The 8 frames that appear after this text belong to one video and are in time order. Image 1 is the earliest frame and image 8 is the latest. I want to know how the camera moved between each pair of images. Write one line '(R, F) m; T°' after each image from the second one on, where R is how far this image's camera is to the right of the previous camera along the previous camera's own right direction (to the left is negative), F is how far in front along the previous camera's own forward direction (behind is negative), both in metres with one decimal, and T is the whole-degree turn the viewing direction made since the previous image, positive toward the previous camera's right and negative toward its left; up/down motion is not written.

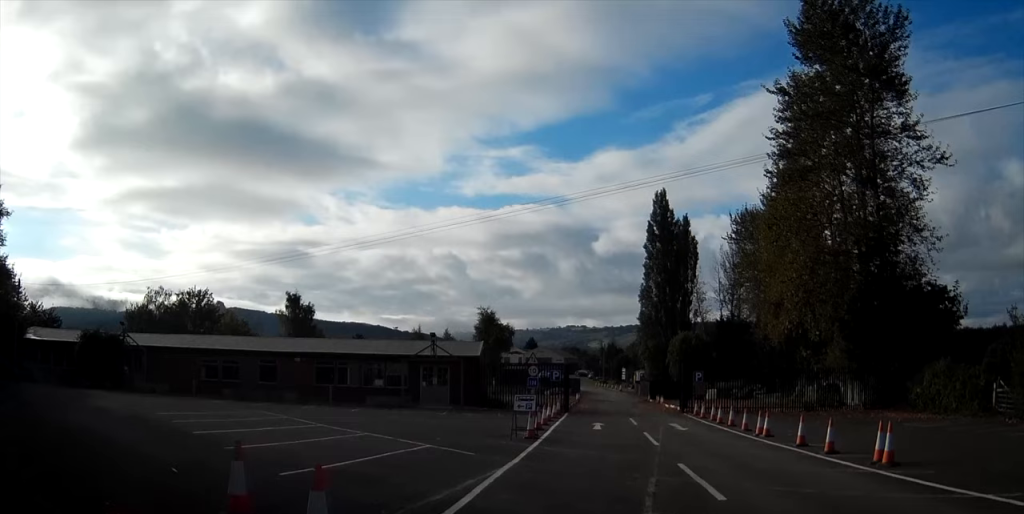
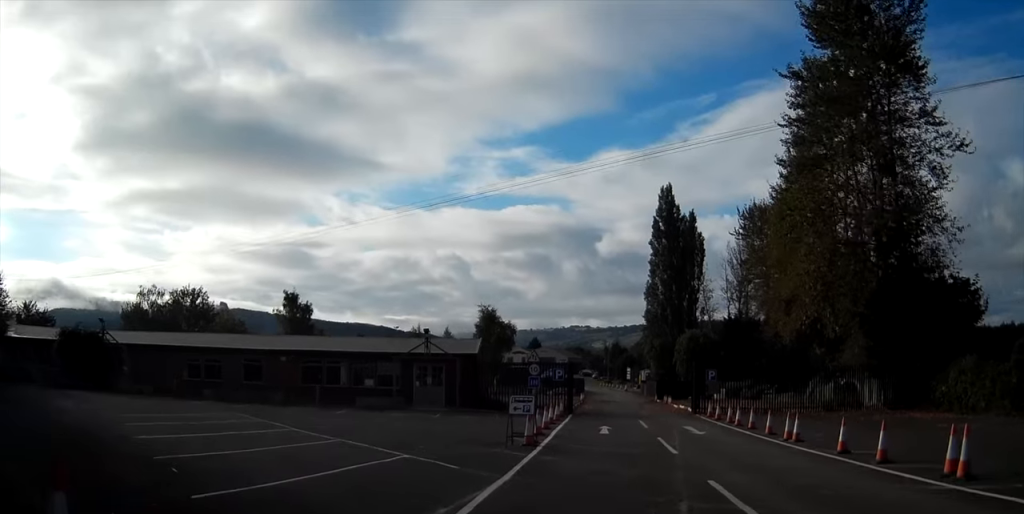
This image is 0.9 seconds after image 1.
(0.0, +2.9) m; +1°
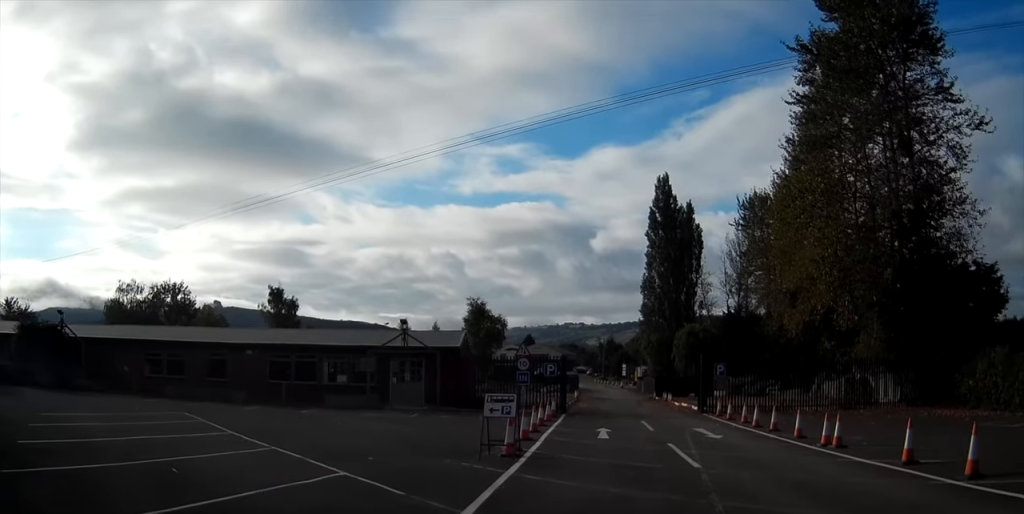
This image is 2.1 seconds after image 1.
(+0.1, +3.7) m; +1°
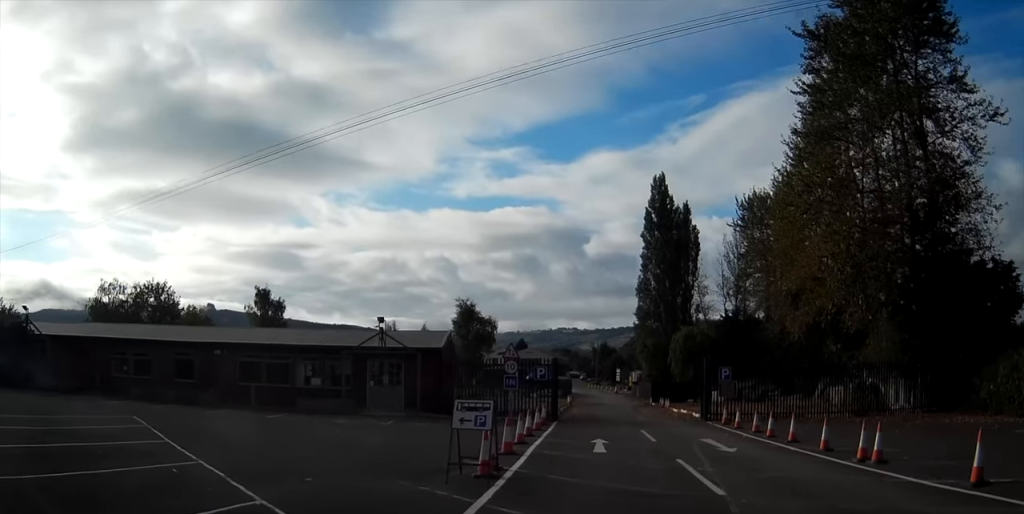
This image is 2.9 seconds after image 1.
(0.0, +2.9) m; +1°
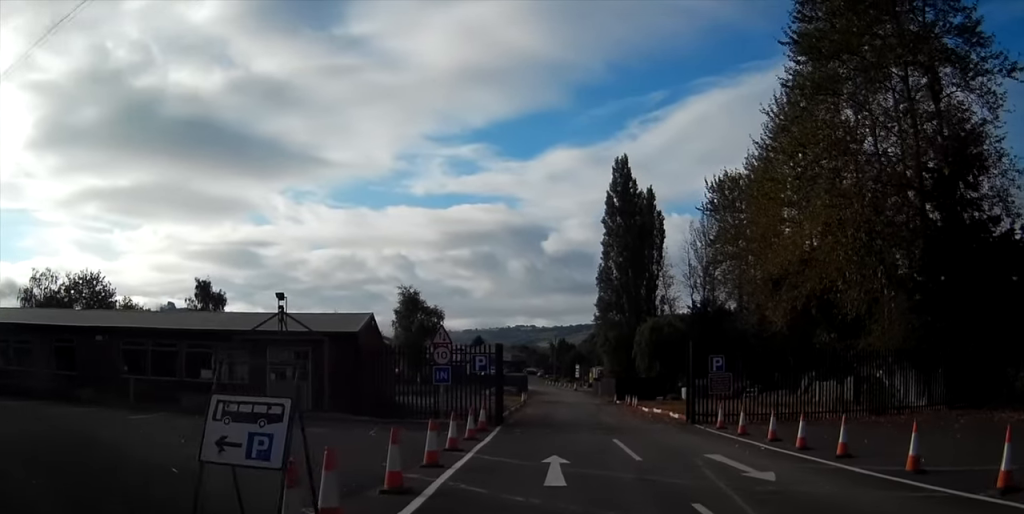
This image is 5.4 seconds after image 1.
(-0.1, +7.5) m; -2°
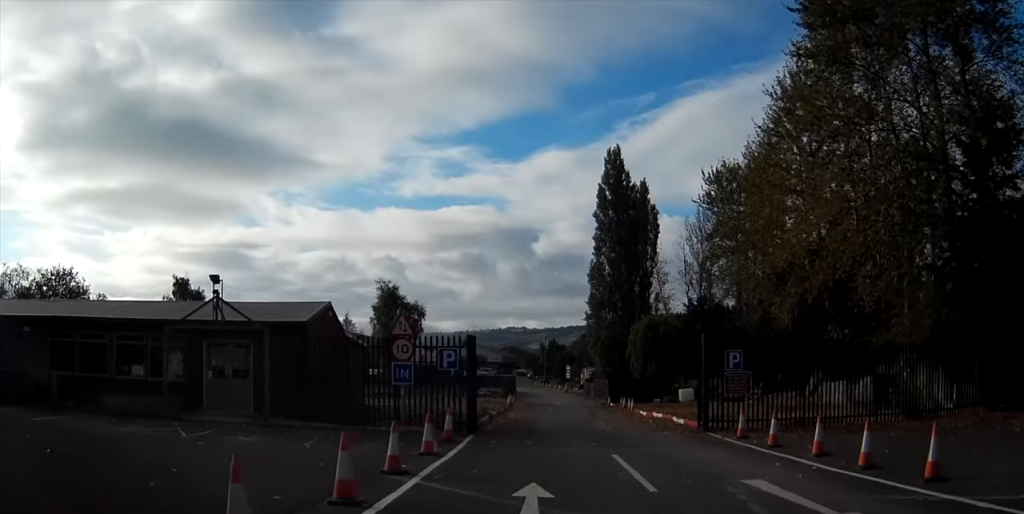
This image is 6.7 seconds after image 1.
(-0.1, +4.2) m; -3°
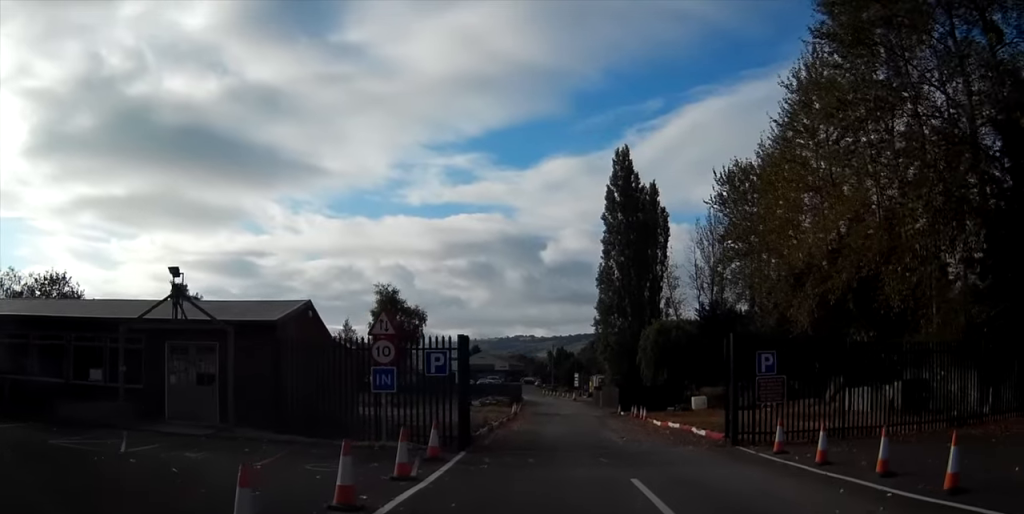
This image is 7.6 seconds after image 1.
(0.0, +2.6) m; -2°
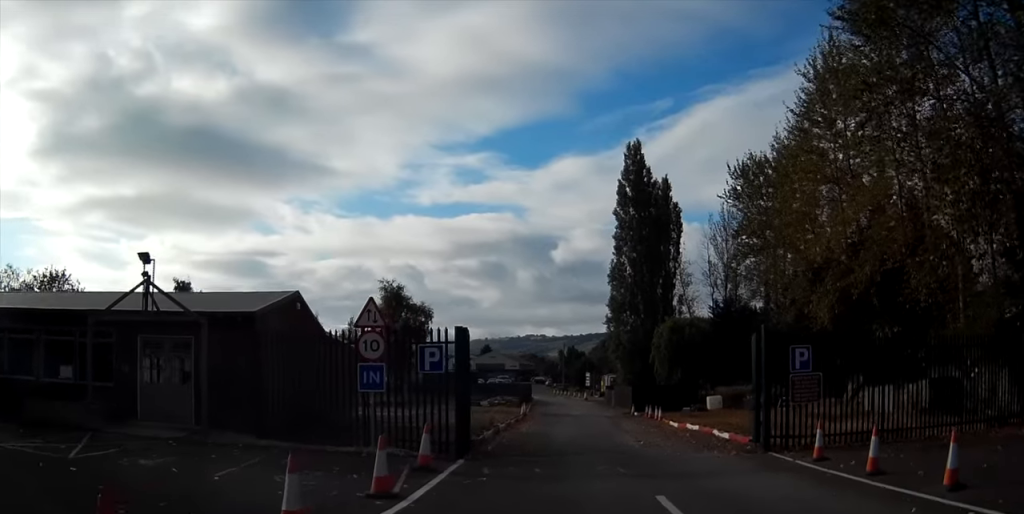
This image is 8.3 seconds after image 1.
(0.0, +1.8) m; -1°
